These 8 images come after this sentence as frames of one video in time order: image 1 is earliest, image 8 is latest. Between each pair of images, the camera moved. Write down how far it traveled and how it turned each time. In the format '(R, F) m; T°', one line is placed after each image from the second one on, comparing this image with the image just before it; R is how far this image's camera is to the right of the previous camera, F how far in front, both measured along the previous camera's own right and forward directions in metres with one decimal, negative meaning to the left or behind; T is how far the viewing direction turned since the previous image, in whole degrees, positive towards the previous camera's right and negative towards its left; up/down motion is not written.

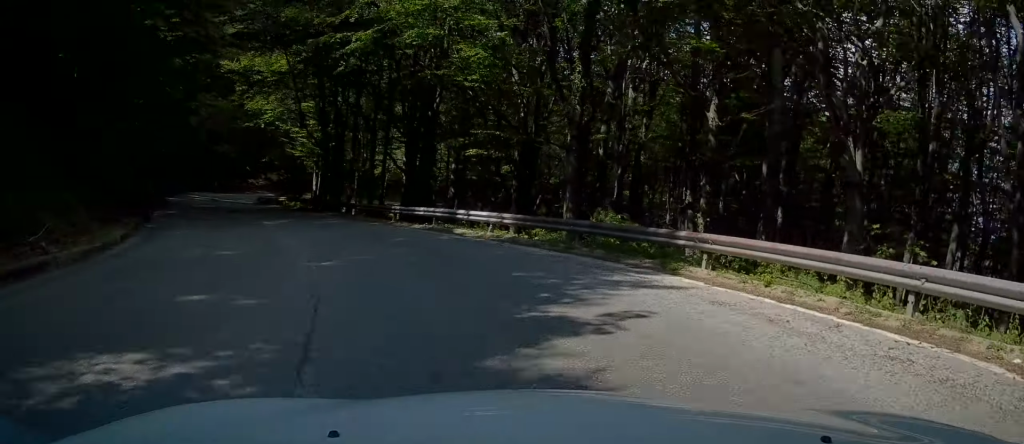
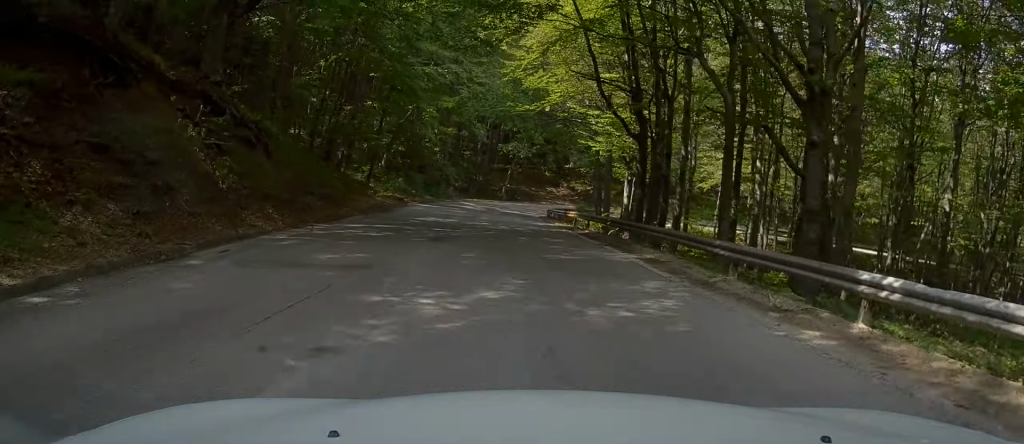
(-2.3, +16.0) m; -15°
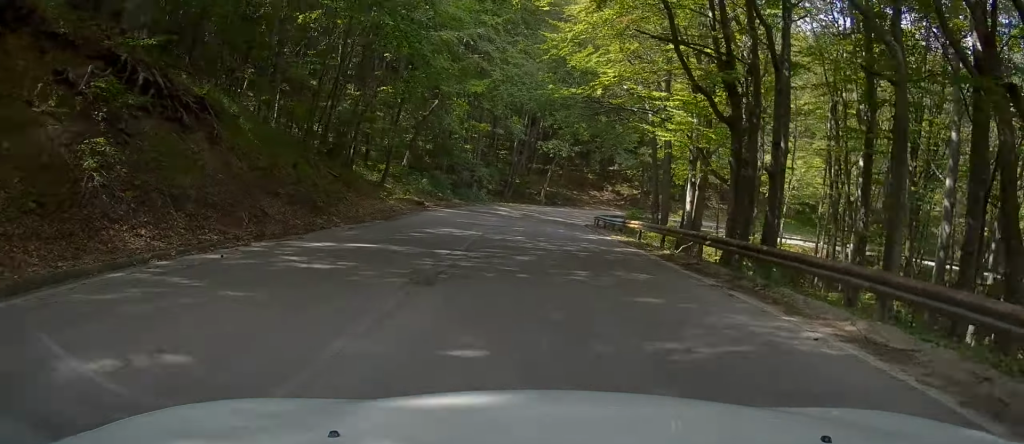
(-0.4, +7.1) m; -6°
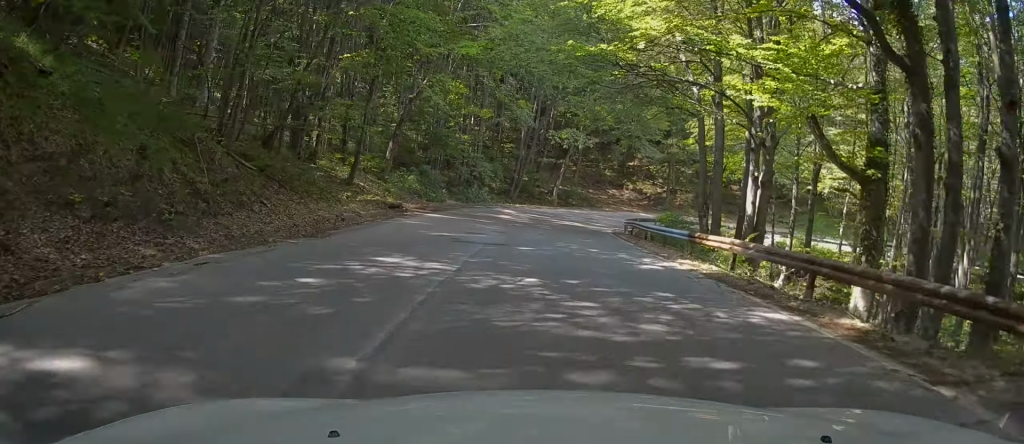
(-0.7, +8.8) m; -8°
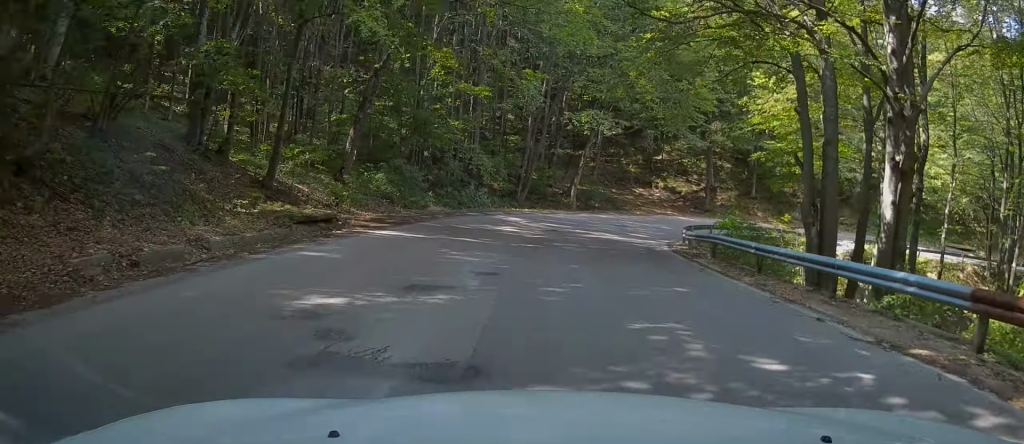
(-0.8, +10.5) m; -4°
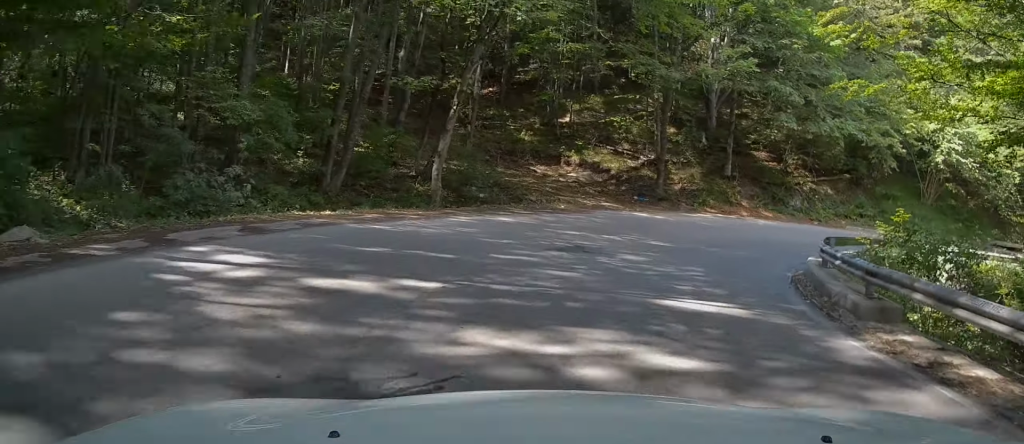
(+2.4, +19.6) m; +23°
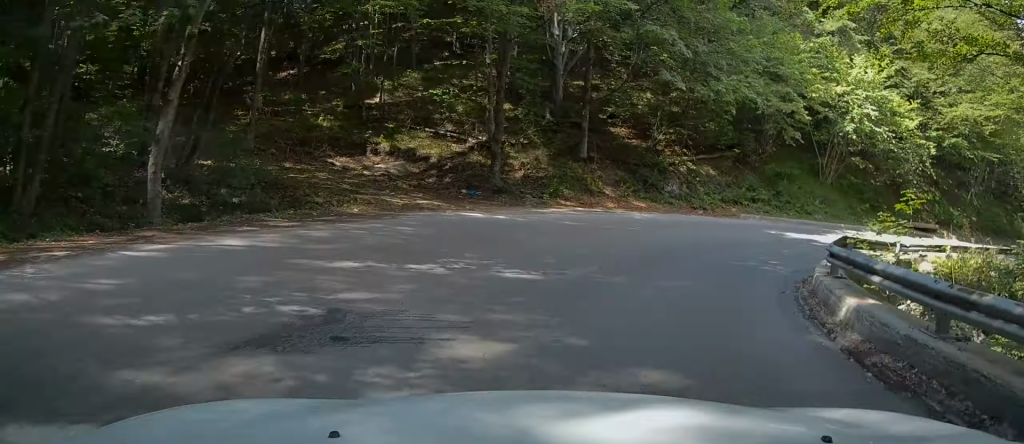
(+0.7, +7.3) m; +13°
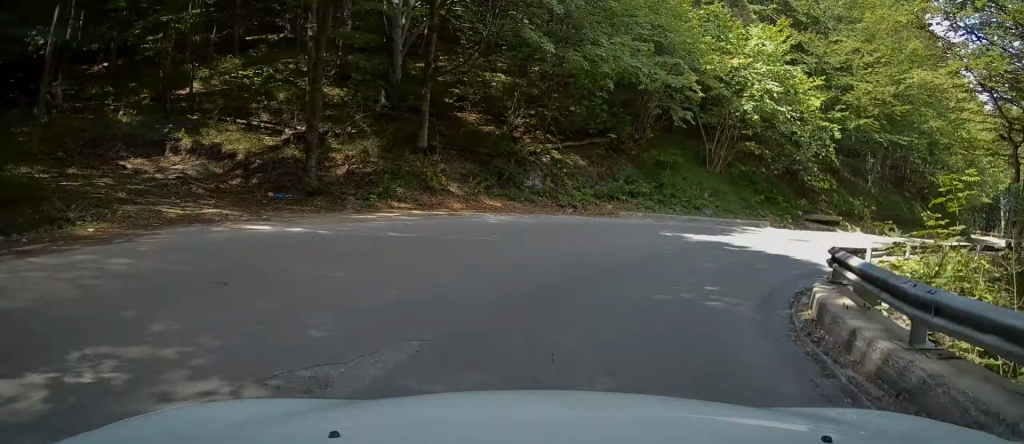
(+0.6, +4.8) m; +10°
